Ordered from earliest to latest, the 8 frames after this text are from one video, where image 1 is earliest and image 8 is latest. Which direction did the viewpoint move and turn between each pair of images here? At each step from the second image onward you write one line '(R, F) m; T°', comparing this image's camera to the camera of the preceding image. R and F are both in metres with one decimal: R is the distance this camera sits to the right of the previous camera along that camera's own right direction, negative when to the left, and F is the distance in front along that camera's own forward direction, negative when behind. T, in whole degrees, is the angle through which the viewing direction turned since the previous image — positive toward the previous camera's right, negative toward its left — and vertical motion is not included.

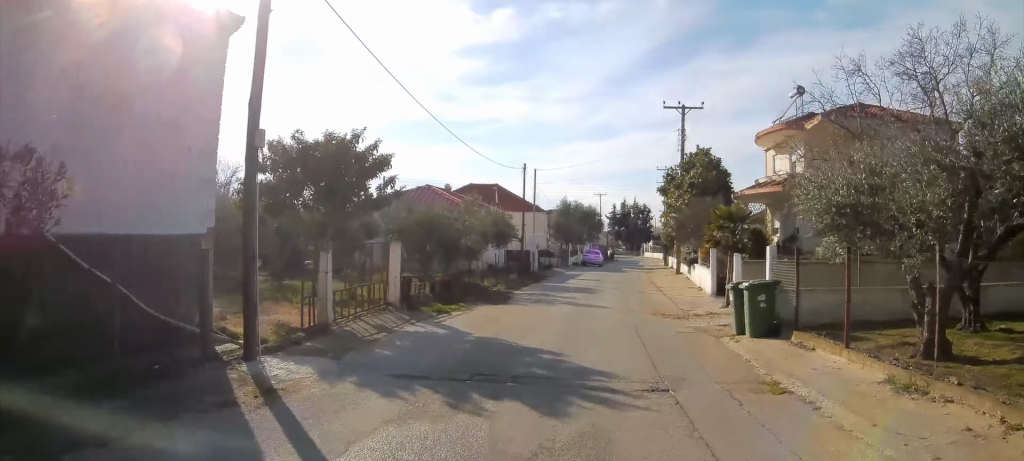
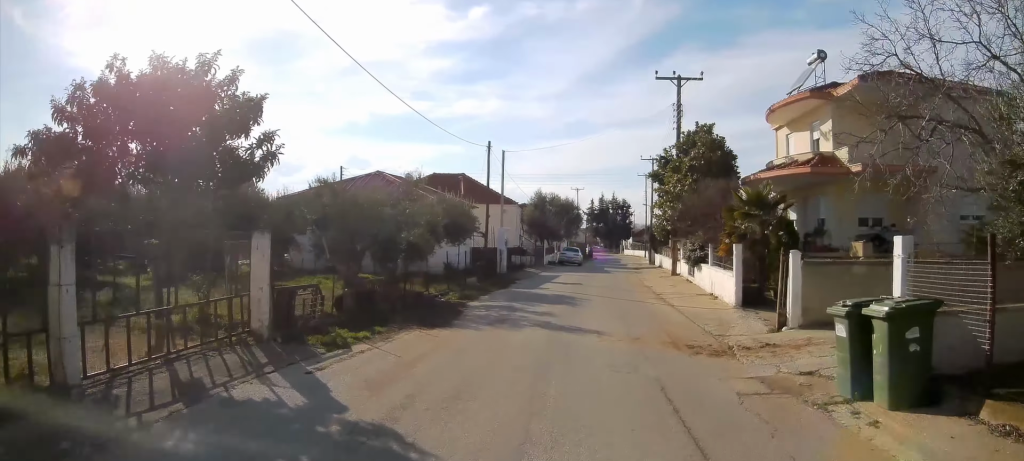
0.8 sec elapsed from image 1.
(+0.3, +5.8) m; 0°
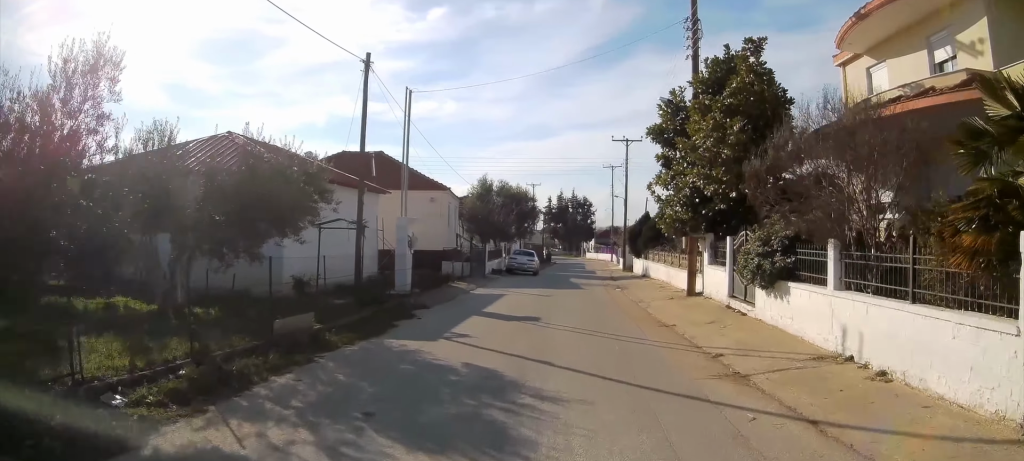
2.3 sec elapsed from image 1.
(+0.3, +11.9) m; +5°
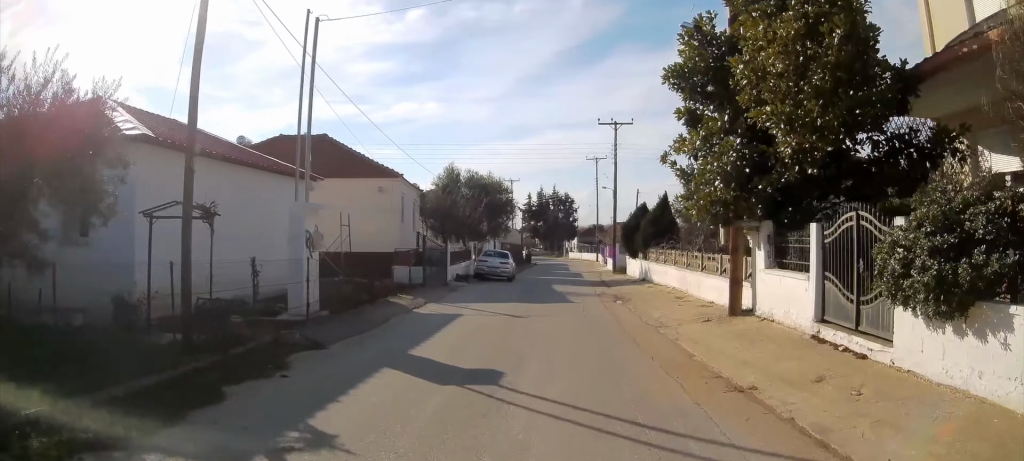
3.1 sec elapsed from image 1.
(+0.2, +6.2) m; +1°
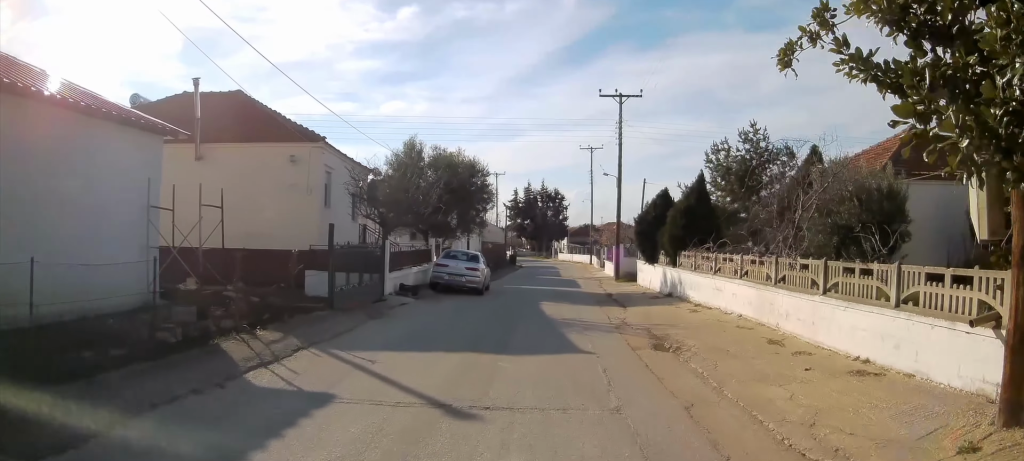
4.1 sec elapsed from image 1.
(-0.1, +8.3) m; +1°
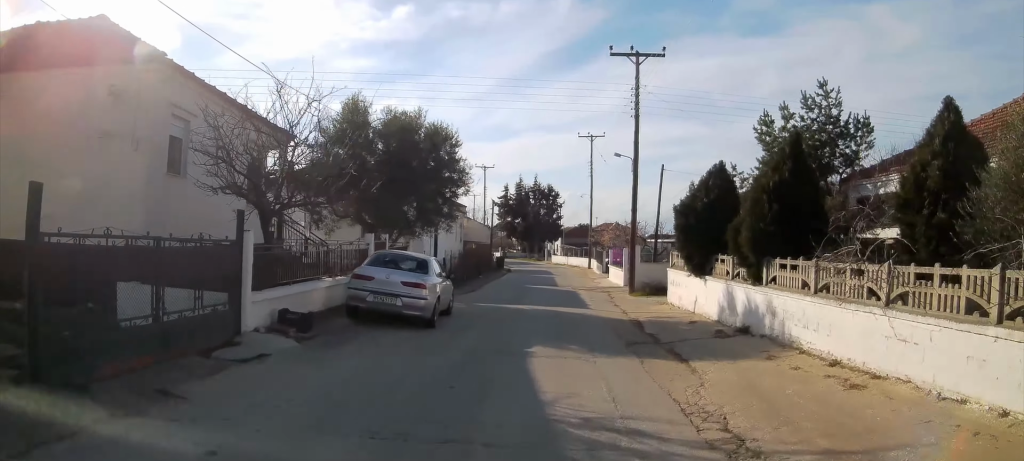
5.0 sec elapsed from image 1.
(+0.3, +8.2) m; +2°
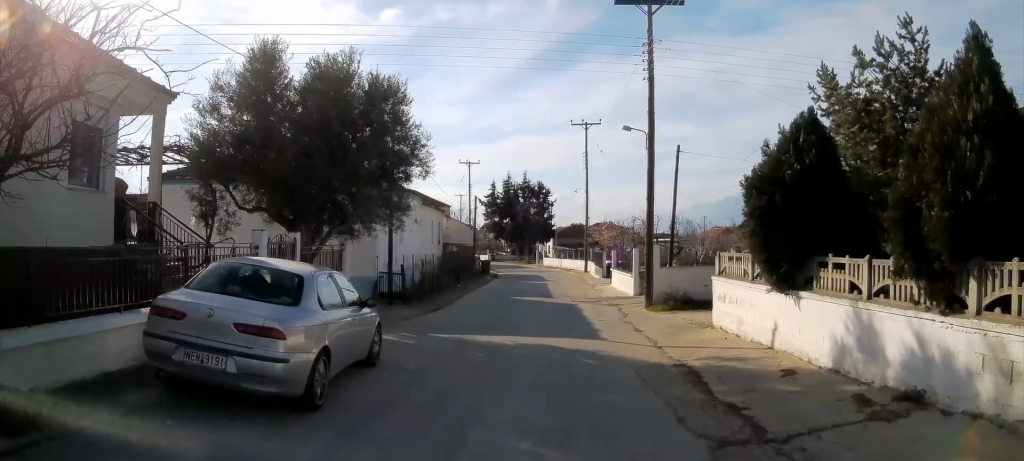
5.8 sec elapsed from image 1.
(0.0, +6.2) m; 0°
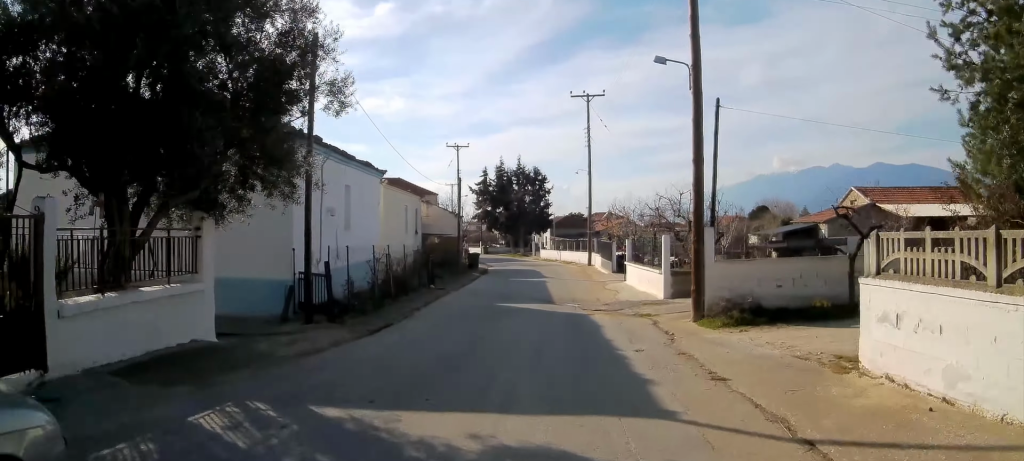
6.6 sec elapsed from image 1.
(0.0, +6.7) m; 0°
